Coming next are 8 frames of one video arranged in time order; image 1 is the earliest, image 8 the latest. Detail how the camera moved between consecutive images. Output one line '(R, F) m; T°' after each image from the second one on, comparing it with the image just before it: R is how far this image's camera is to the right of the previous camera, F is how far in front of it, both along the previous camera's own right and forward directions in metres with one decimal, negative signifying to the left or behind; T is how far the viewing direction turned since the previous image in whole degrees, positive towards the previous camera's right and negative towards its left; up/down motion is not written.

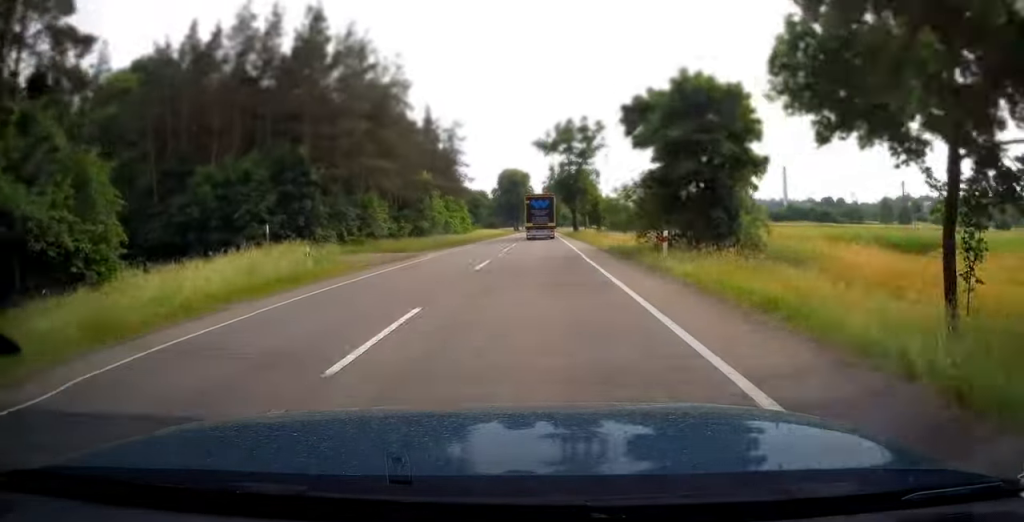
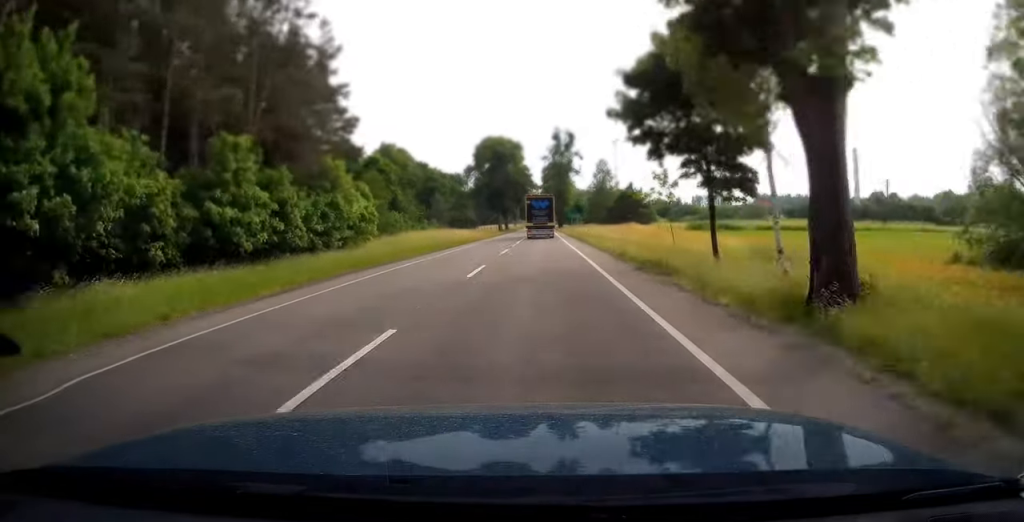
(-0.1, +63.5) m; 0°
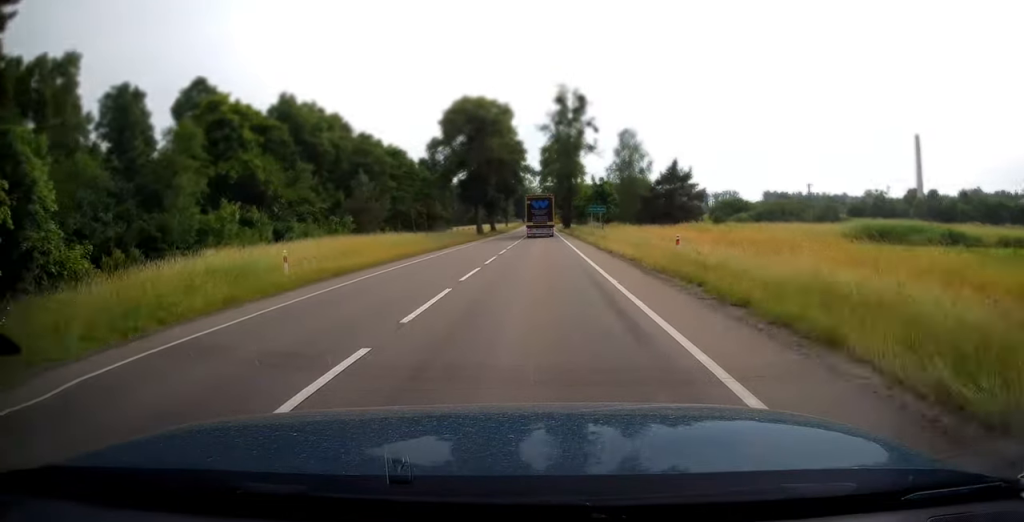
(0.0, +37.7) m; 0°
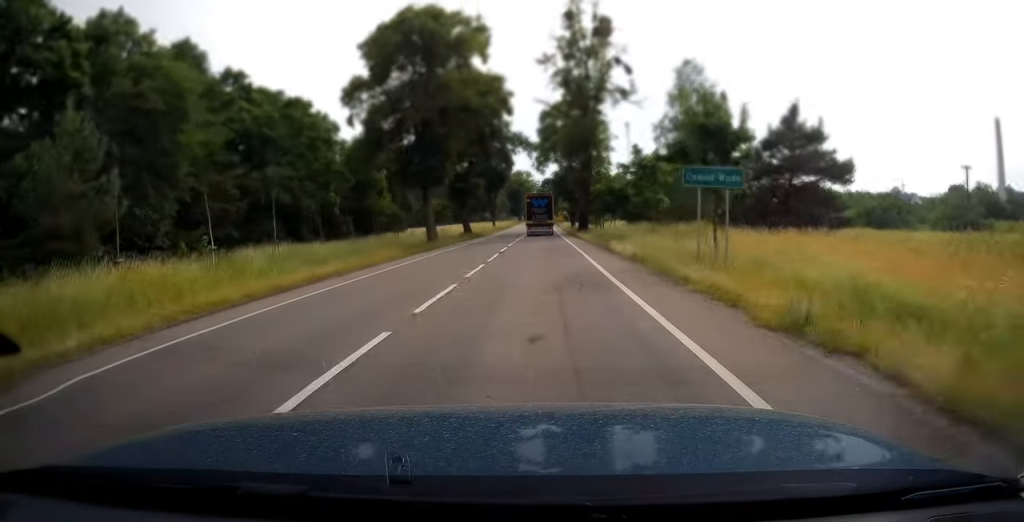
(0.0, +34.8) m; 0°
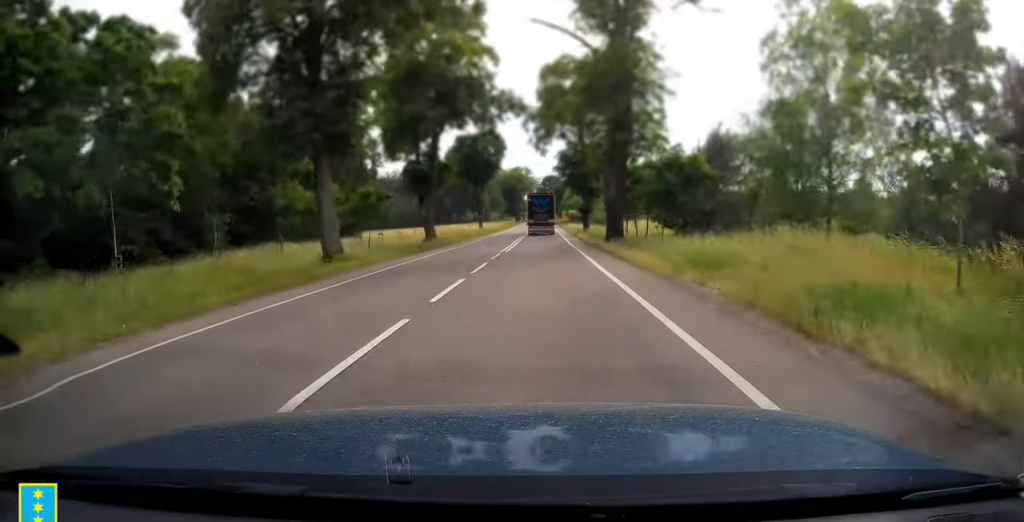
(-0.1, +22.6) m; 0°
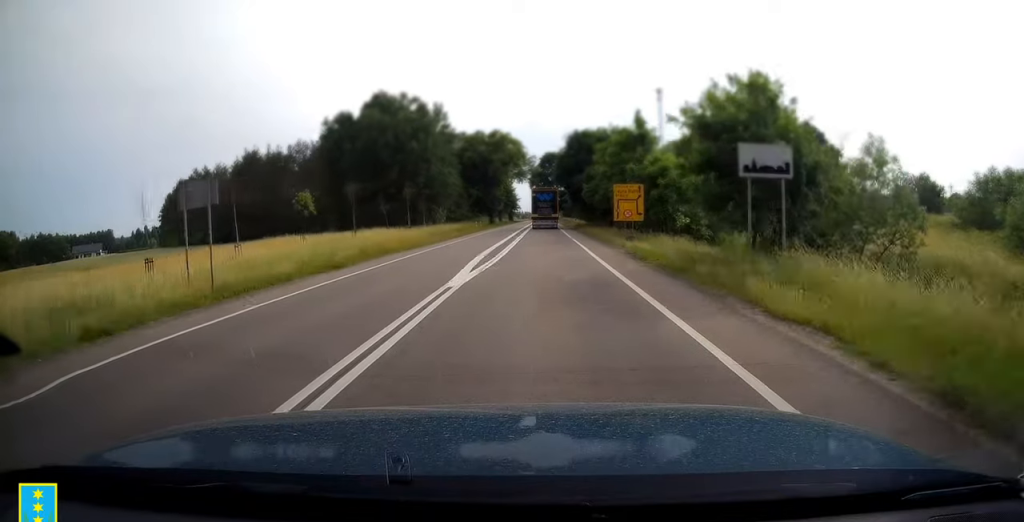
(+0.1, +83.1) m; 0°
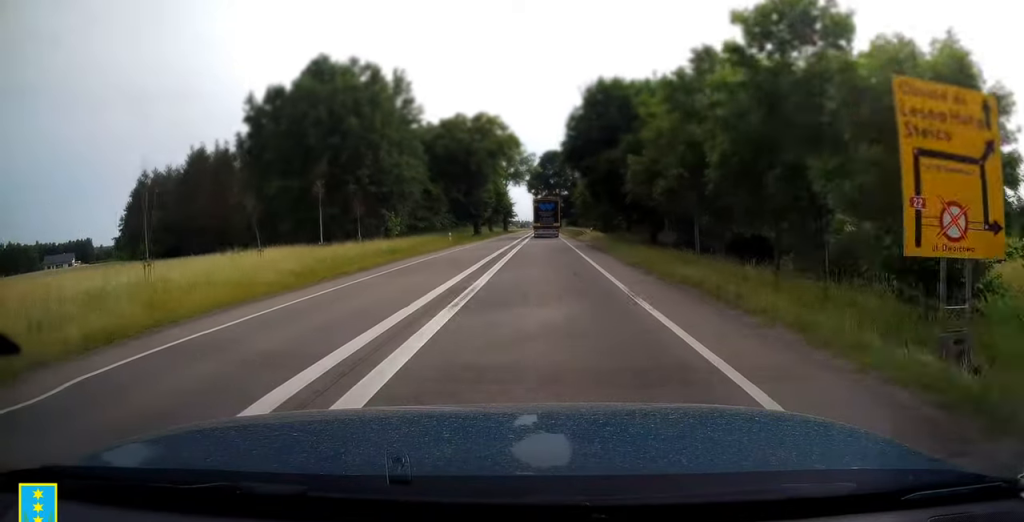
(+0.1, +23.1) m; 0°
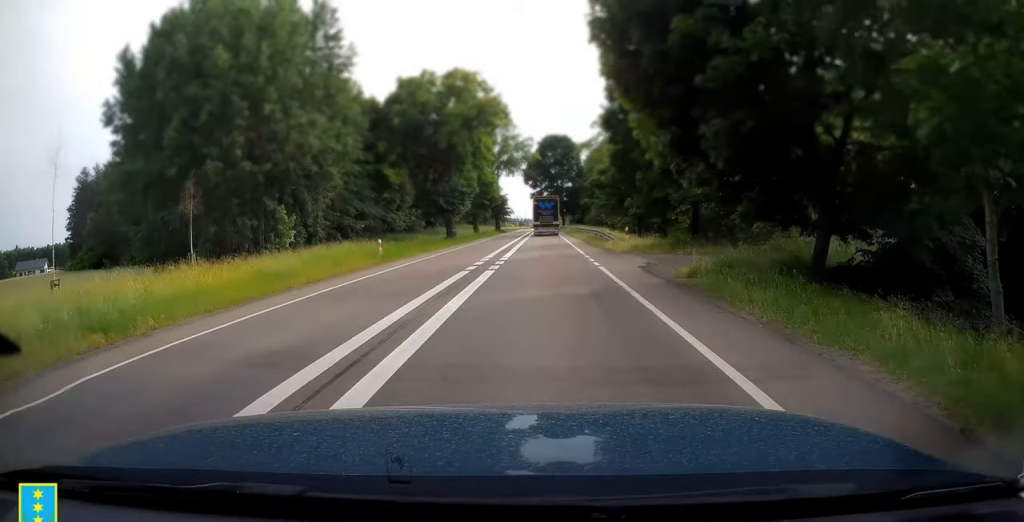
(+0.1, +21.4) m; 0°
